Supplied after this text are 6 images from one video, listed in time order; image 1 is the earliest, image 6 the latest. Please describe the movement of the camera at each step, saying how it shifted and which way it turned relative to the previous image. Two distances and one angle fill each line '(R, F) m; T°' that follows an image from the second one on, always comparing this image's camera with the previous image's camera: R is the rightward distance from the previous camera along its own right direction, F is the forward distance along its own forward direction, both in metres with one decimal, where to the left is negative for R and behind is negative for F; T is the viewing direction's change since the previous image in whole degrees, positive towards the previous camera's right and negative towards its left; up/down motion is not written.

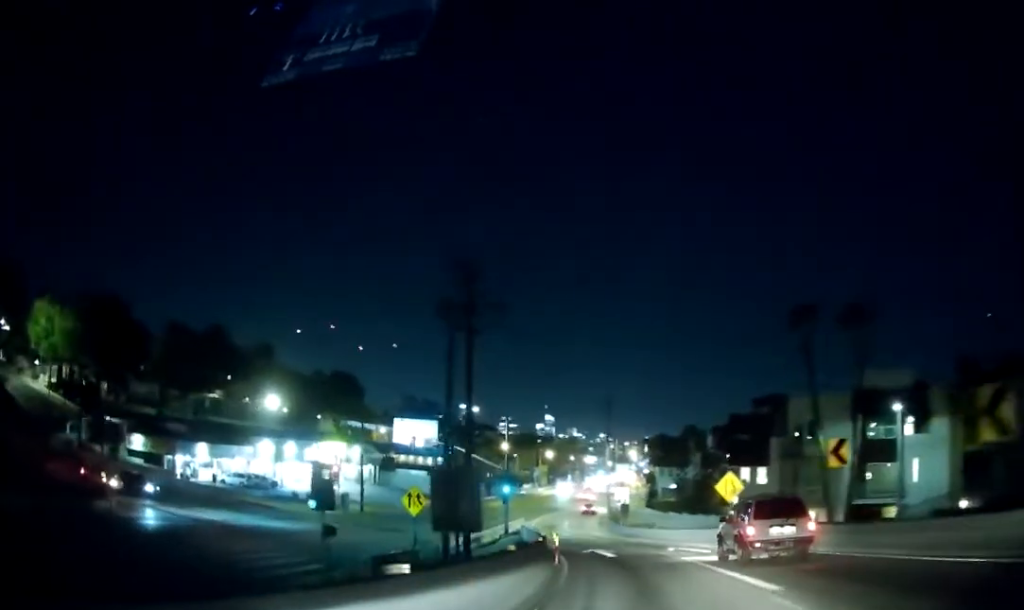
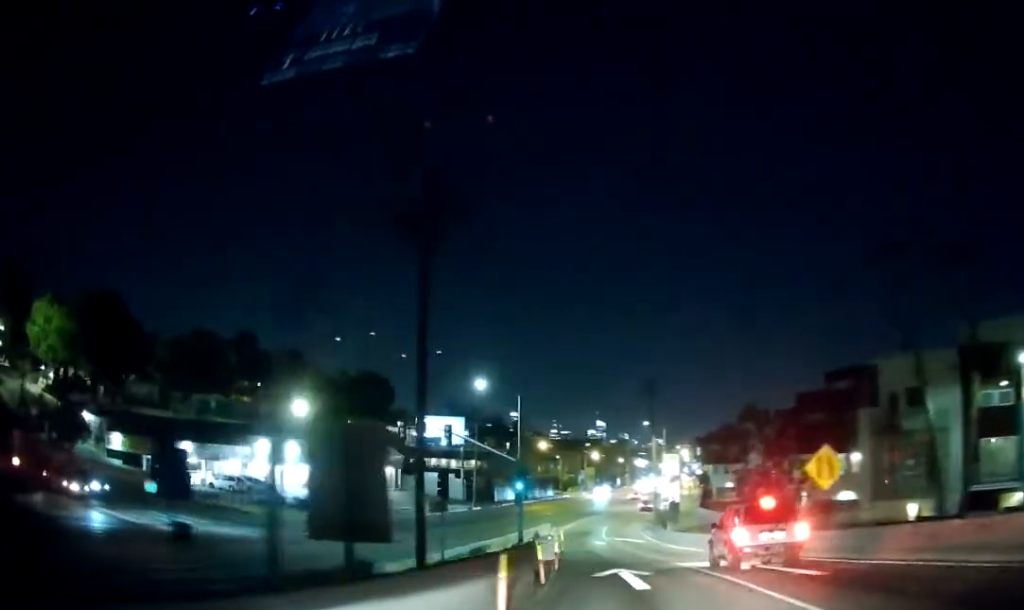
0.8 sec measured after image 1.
(-0.6, +13.0) m; -3°
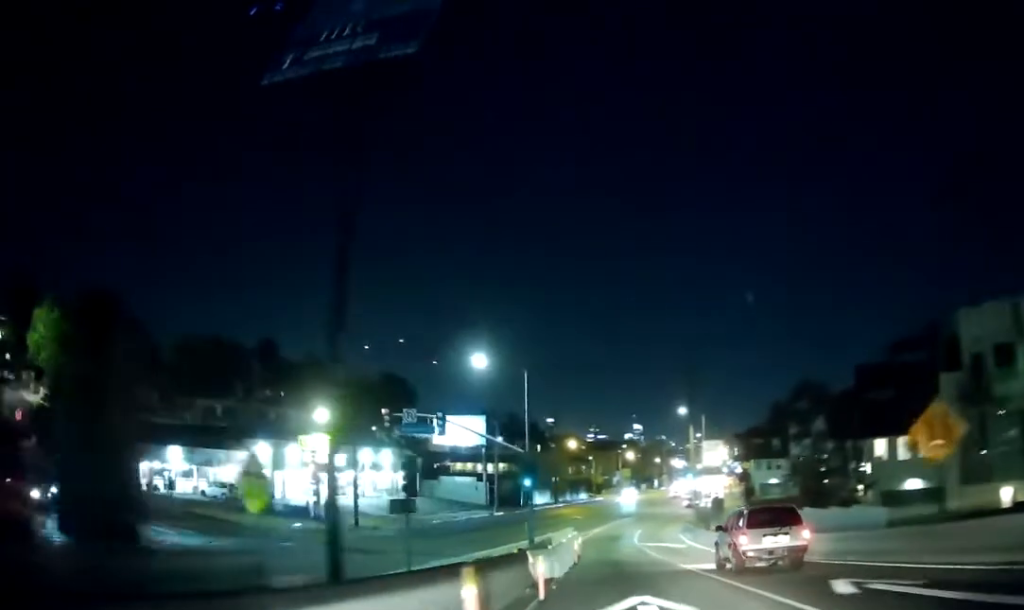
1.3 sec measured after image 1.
(0.0, +7.9) m; -3°
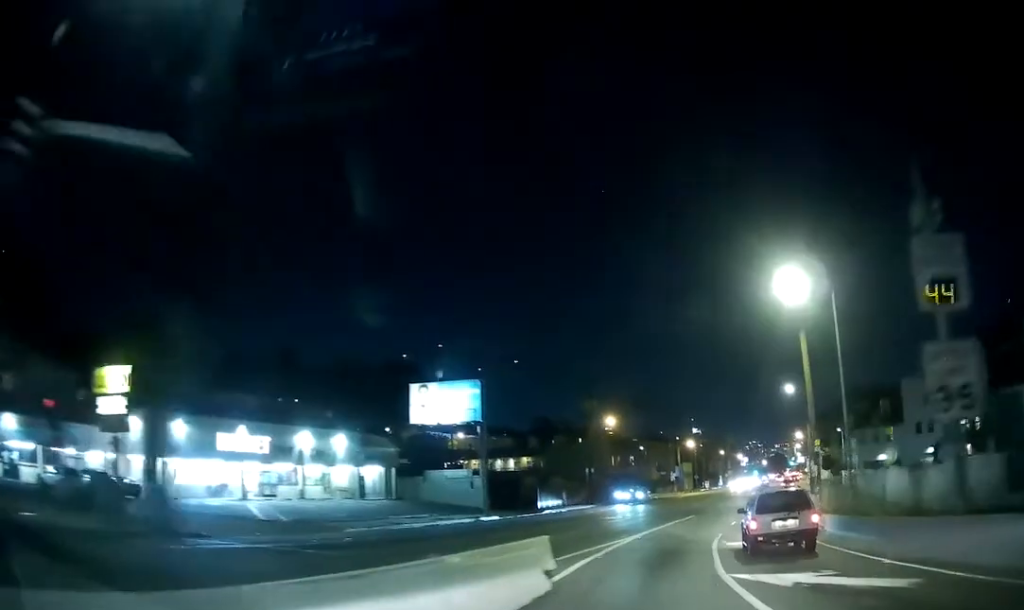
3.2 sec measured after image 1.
(-2.8, +30.4) m; -8°
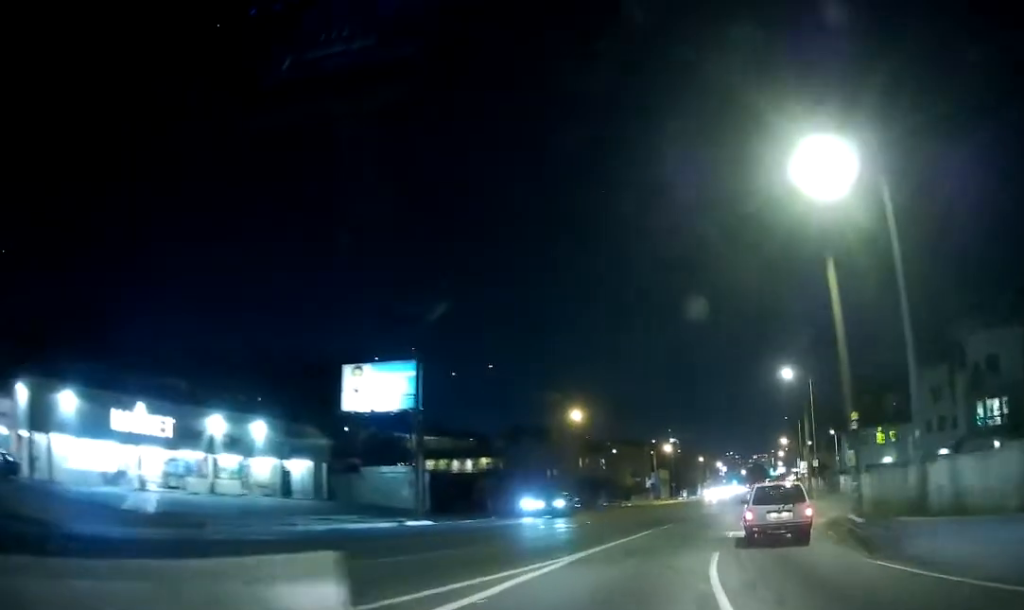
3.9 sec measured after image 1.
(0.0, +11.4) m; 0°
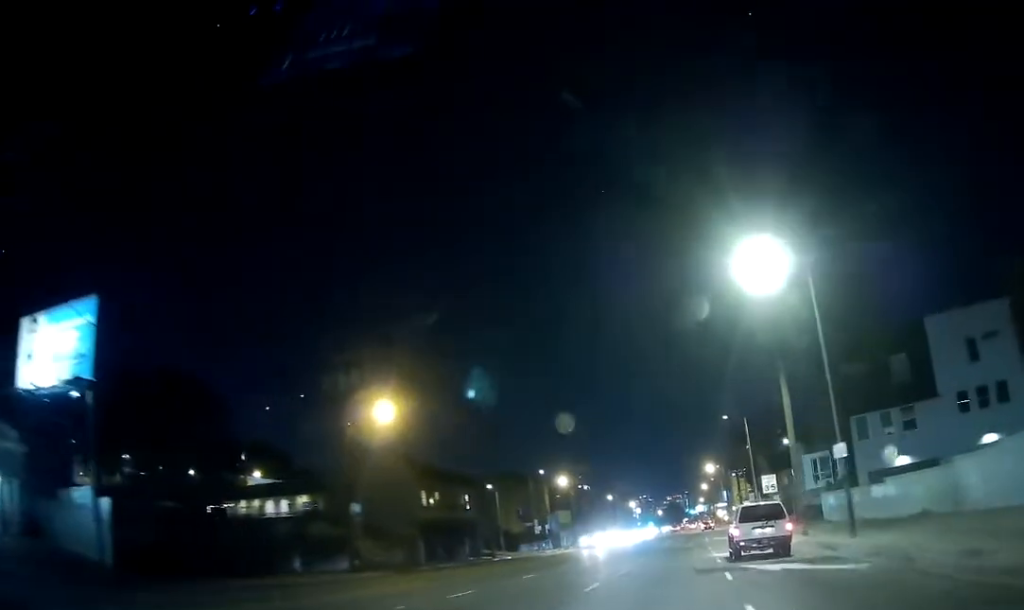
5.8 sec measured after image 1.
(+1.3, +29.5) m; +5°
